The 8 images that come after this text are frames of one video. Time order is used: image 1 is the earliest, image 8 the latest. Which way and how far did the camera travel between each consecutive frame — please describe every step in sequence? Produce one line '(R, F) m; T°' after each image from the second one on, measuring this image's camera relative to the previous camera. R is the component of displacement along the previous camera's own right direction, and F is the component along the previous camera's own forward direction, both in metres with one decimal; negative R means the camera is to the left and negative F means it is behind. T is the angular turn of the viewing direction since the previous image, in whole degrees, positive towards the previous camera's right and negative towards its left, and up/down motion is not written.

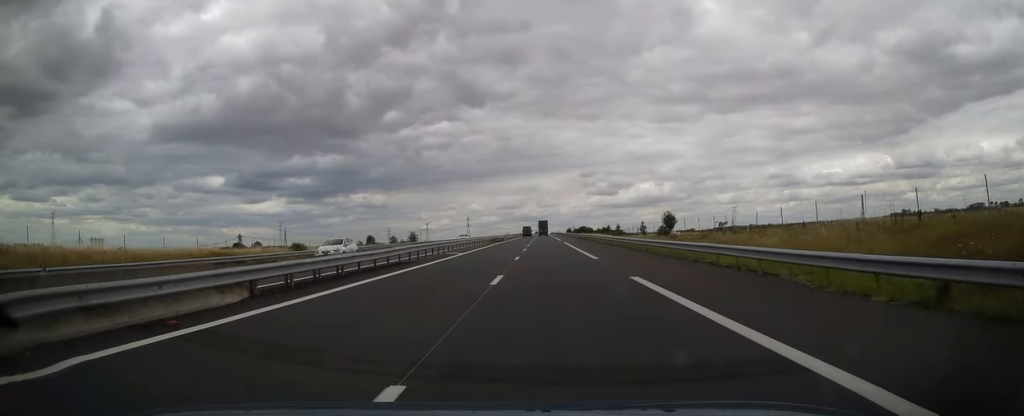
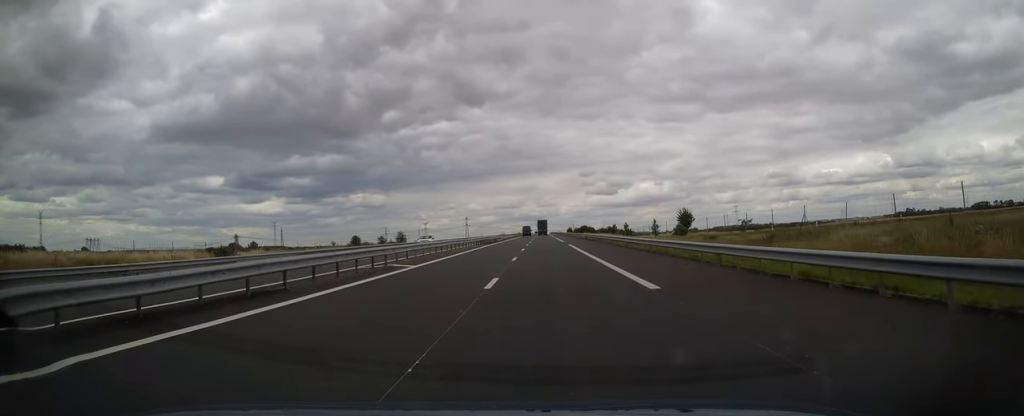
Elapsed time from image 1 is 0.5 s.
(+0.2, +14.1) m; 0°
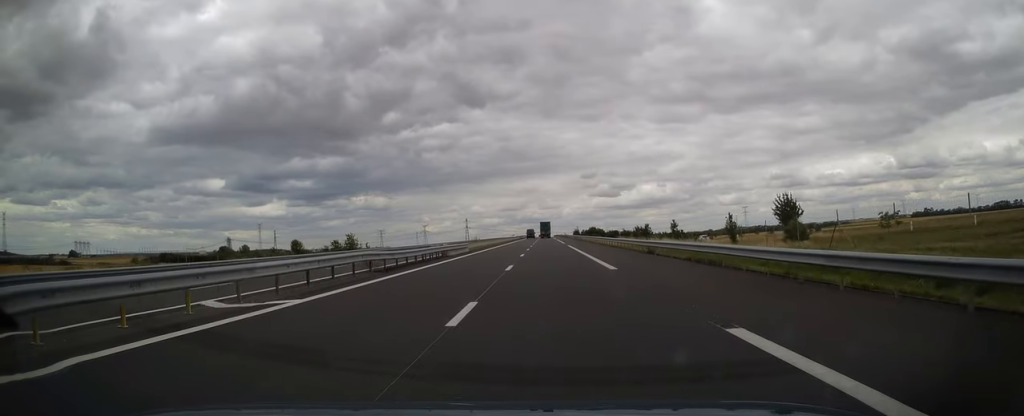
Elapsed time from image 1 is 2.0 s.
(-0.2, +44.3) m; 0°
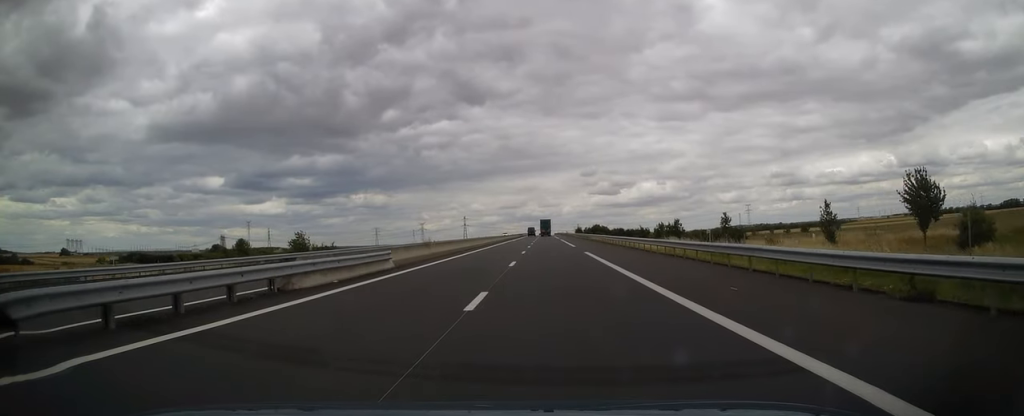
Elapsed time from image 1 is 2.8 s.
(+0.4, +24.4) m; 0°
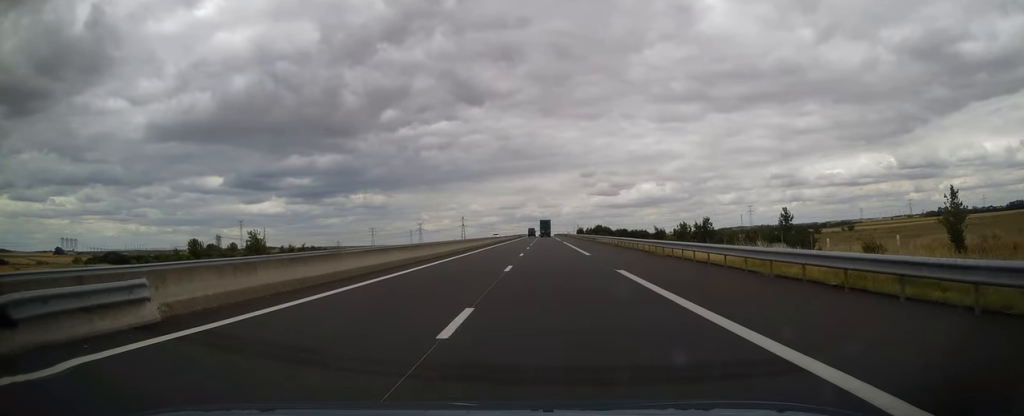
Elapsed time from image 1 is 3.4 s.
(-0.2, +15.6) m; 0°
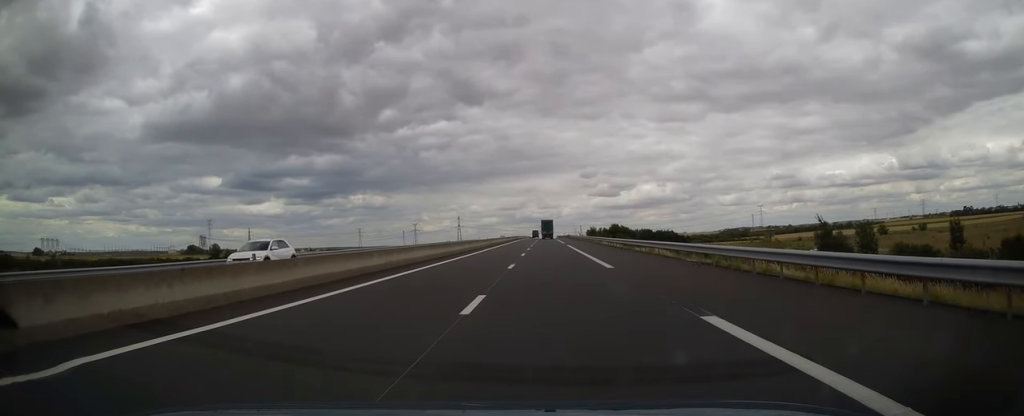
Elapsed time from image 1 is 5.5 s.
(+0.2, +62.5) m; 0°
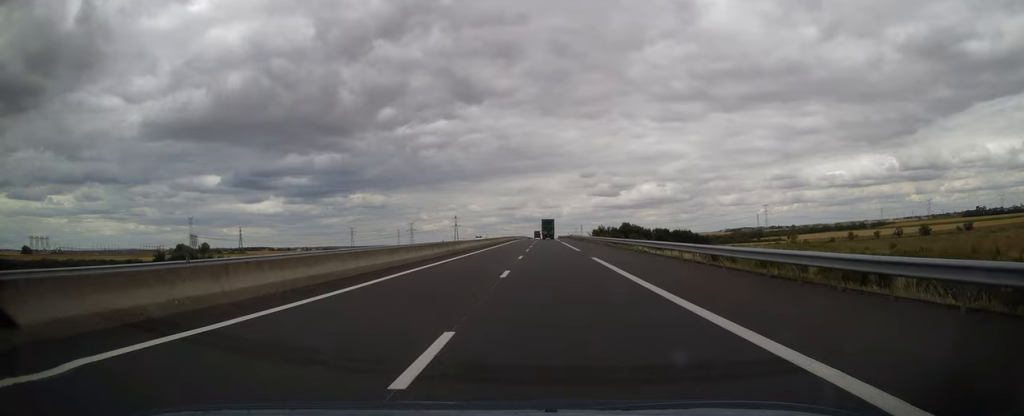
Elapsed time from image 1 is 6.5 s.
(-0.2, +30.4) m; -1°
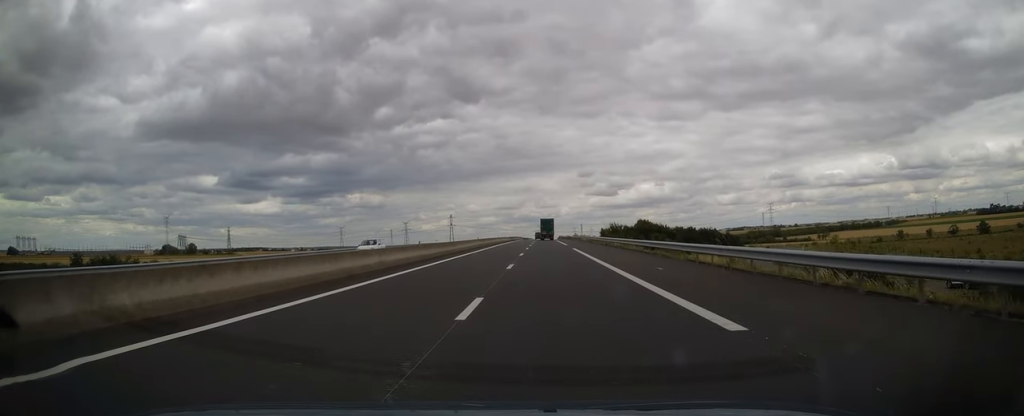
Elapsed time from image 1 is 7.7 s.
(-0.2, +34.4) m; +1°
